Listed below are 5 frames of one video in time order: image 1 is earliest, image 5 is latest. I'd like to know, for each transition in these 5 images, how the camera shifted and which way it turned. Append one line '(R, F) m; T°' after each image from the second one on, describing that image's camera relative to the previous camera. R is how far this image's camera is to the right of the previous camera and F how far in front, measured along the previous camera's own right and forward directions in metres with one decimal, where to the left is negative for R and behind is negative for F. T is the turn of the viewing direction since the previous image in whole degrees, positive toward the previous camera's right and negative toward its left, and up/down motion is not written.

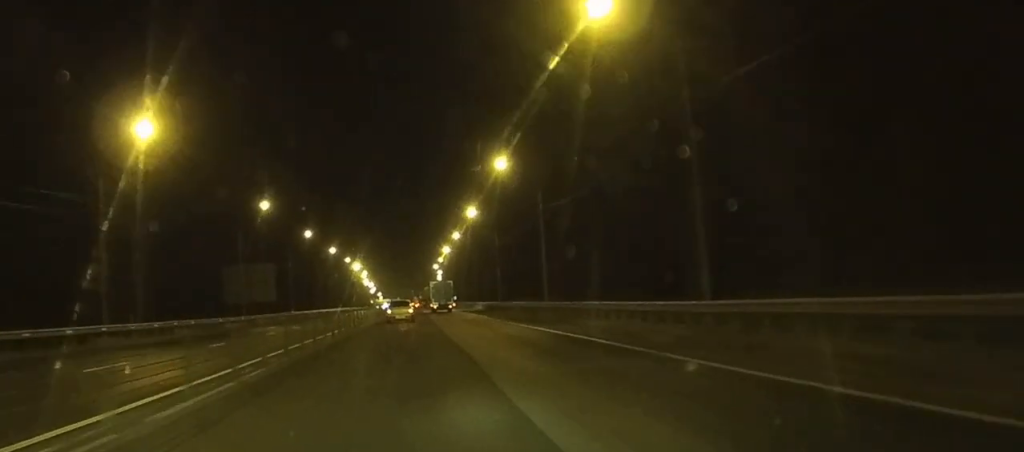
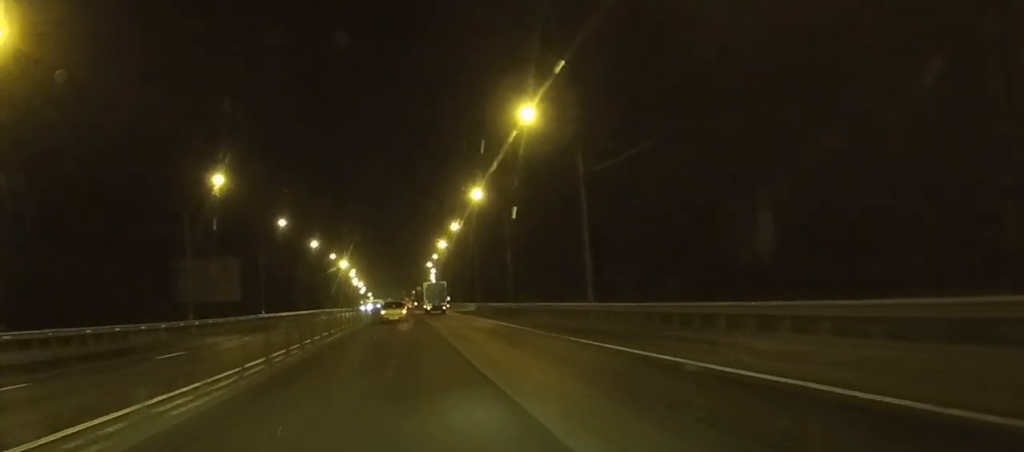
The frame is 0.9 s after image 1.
(+0.1, +17.4) m; 0°
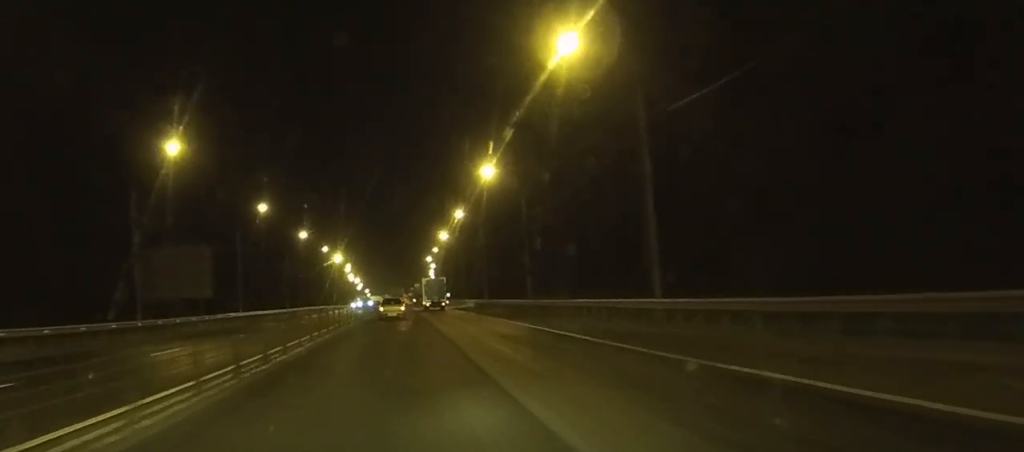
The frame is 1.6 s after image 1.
(0.0, +12.4) m; 0°
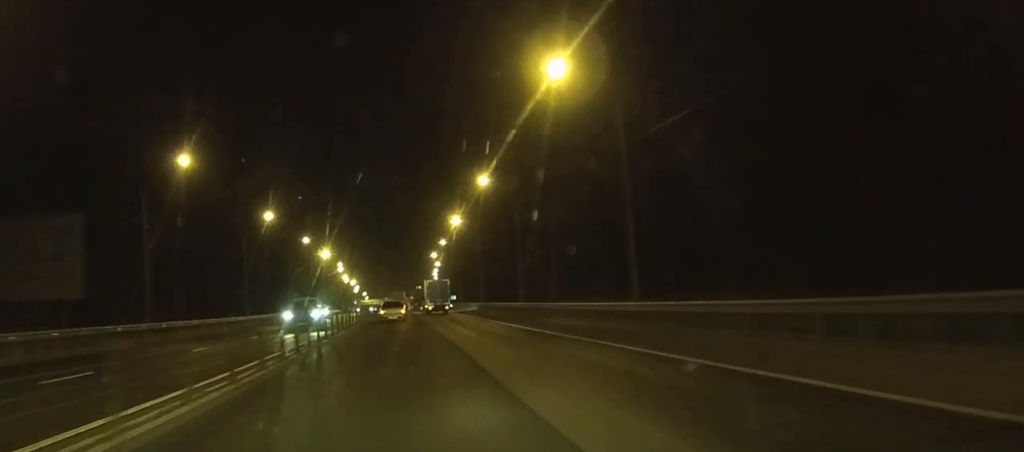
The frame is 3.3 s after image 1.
(-0.1, +31.1) m; 0°
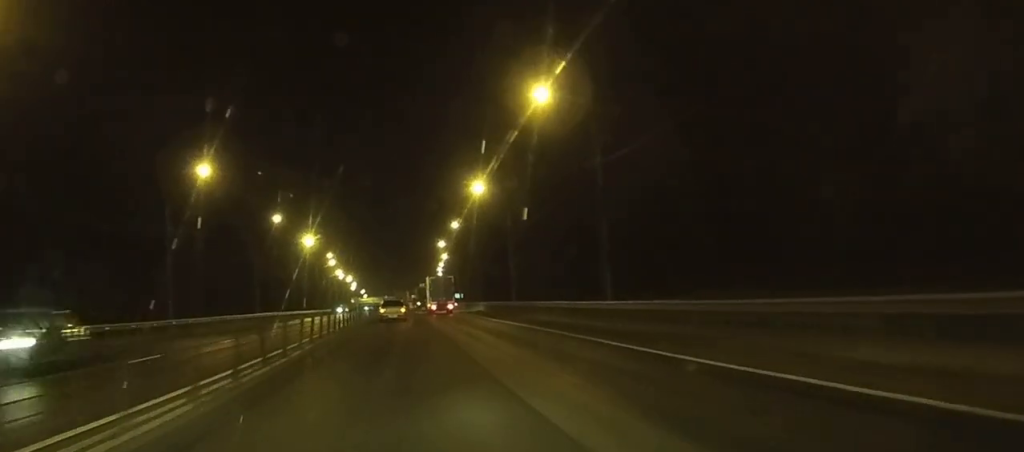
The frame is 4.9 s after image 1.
(0.0, +29.8) m; 0°
